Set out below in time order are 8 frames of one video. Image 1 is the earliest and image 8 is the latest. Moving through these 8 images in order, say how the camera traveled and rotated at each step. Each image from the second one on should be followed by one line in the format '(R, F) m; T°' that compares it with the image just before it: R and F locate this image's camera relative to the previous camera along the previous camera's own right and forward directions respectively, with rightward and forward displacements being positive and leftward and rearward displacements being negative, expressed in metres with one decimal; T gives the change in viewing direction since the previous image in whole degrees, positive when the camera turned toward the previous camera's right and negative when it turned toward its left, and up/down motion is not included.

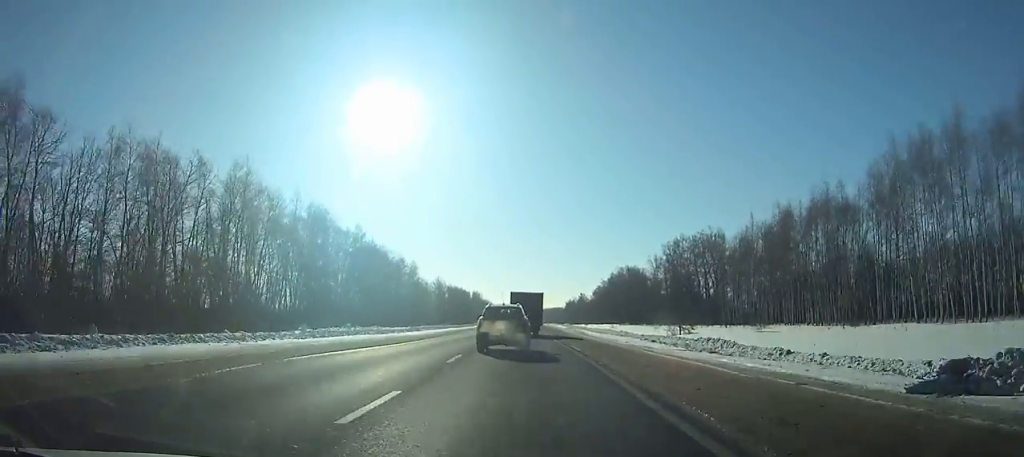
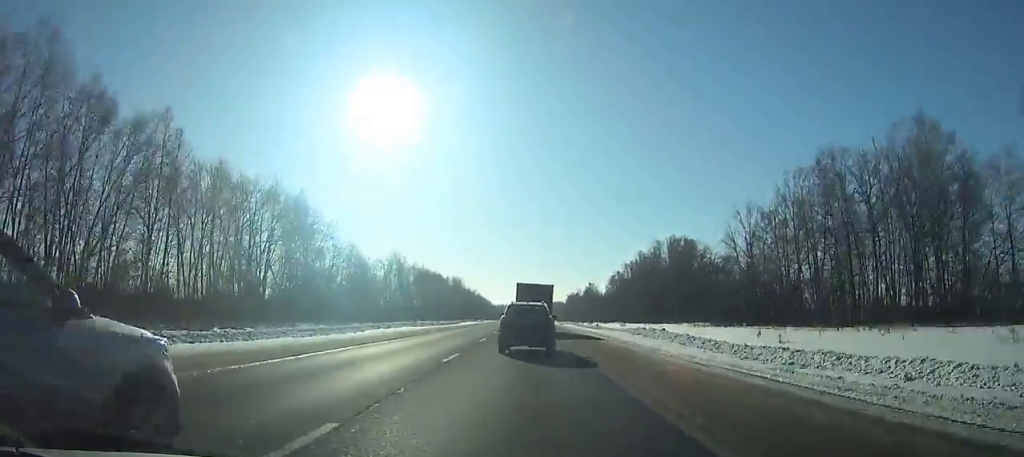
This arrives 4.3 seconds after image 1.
(-0.1, +81.1) m; 0°
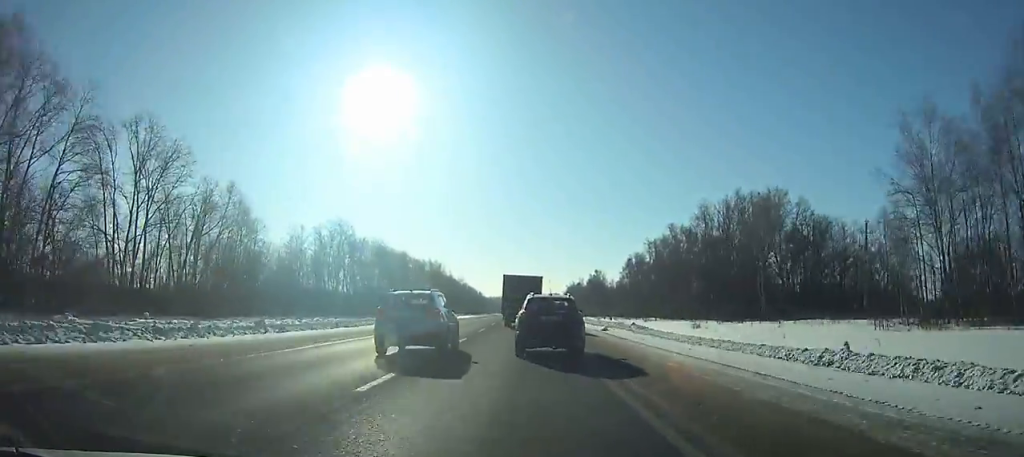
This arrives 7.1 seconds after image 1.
(+0.1, +55.1) m; 0°
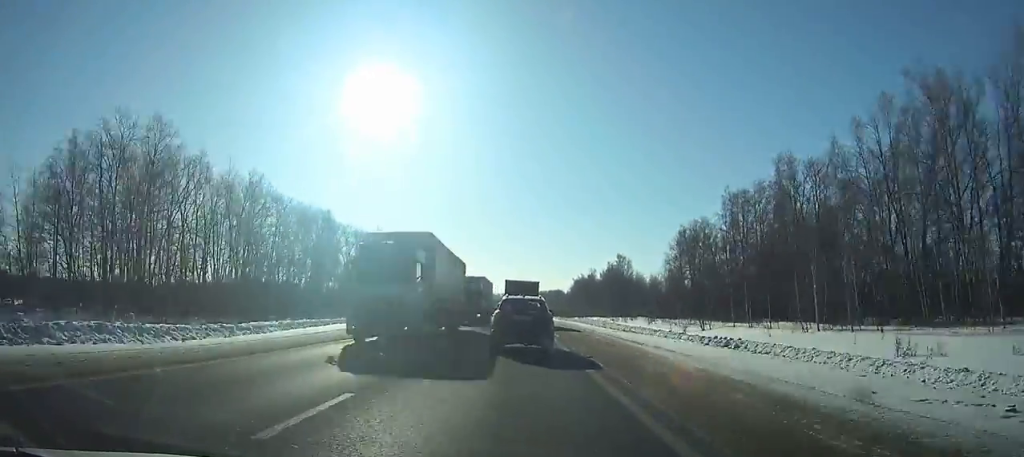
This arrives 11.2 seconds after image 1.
(+0.3, +79.7) m; 0°
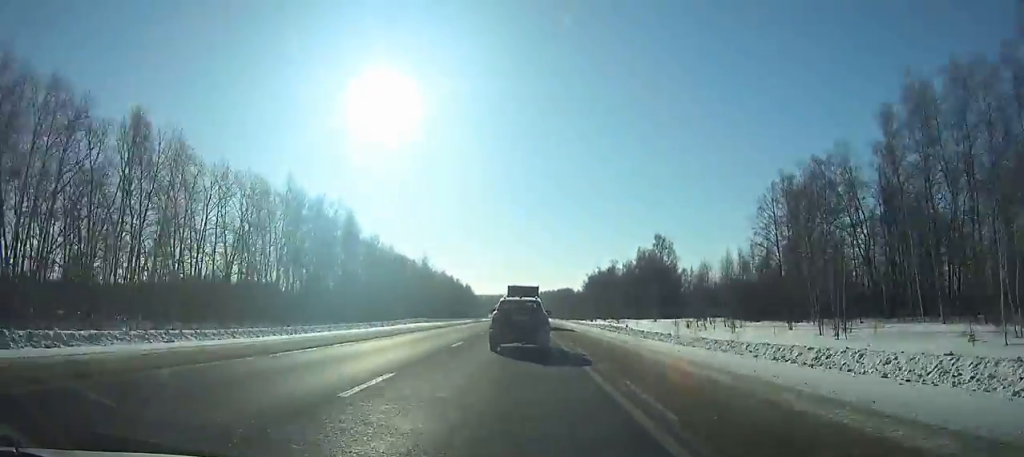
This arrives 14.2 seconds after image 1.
(+0.1, +55.9) m; 0°
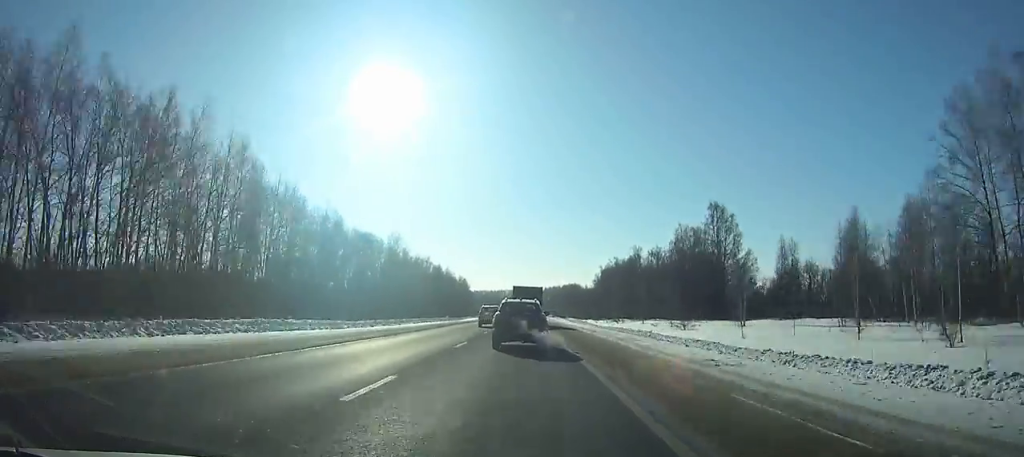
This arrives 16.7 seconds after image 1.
(-0.1, +47.2) m; -1°
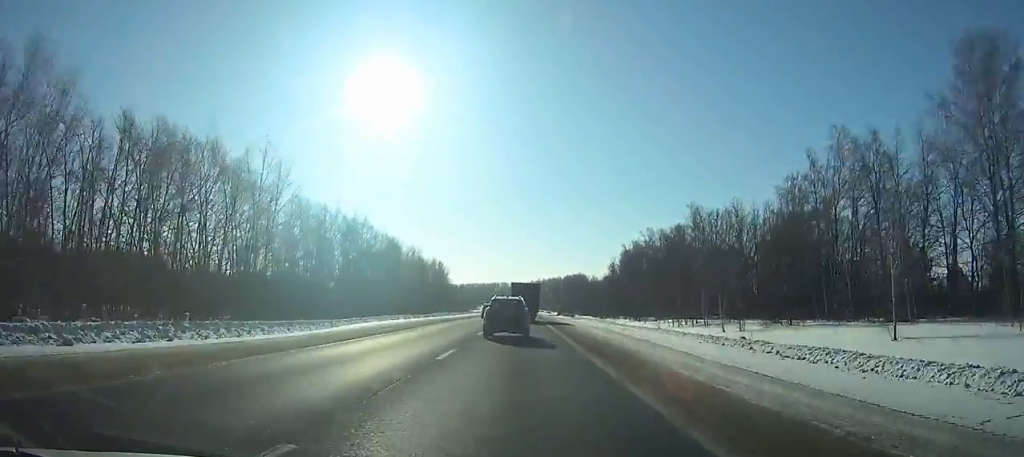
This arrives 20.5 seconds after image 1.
(-0.3, +75.0) m; 0°
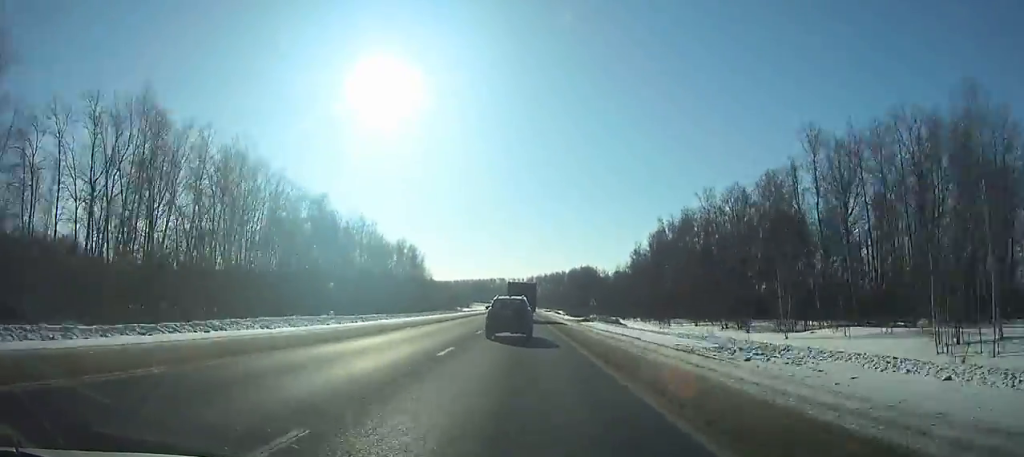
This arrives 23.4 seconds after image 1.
(+0.3, +59.0) m; +1°
